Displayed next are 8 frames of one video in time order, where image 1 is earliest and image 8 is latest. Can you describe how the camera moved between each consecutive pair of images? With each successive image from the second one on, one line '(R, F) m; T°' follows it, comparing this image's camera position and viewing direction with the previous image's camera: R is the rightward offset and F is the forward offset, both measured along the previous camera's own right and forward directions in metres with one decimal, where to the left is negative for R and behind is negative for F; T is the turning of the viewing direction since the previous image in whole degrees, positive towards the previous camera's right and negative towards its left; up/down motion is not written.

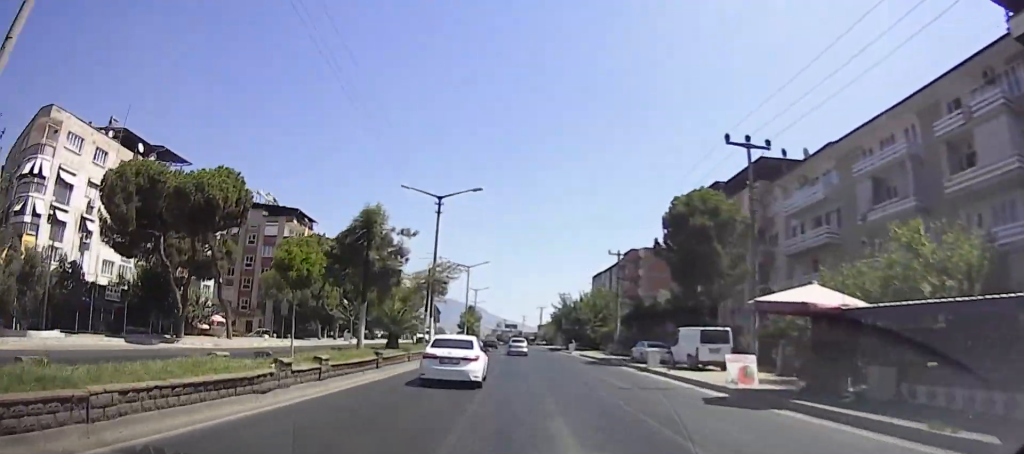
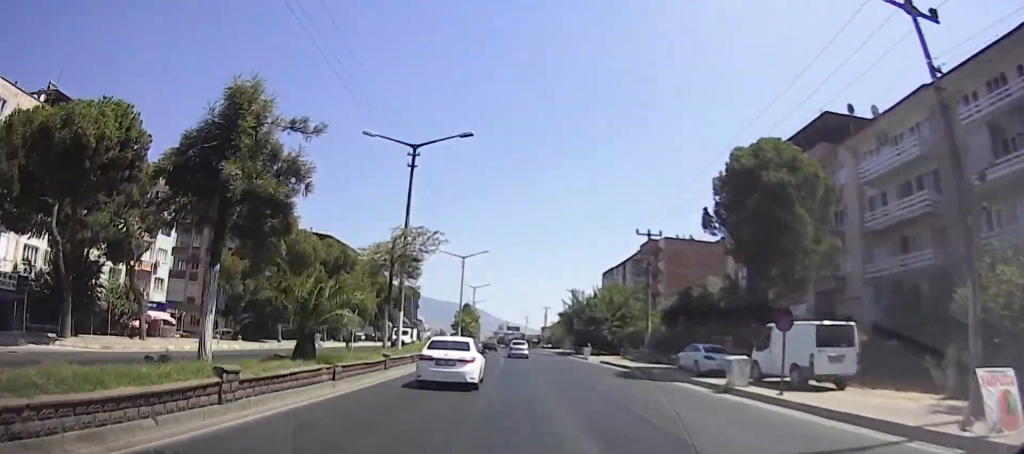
(-0.1, +10.1) m; -1°
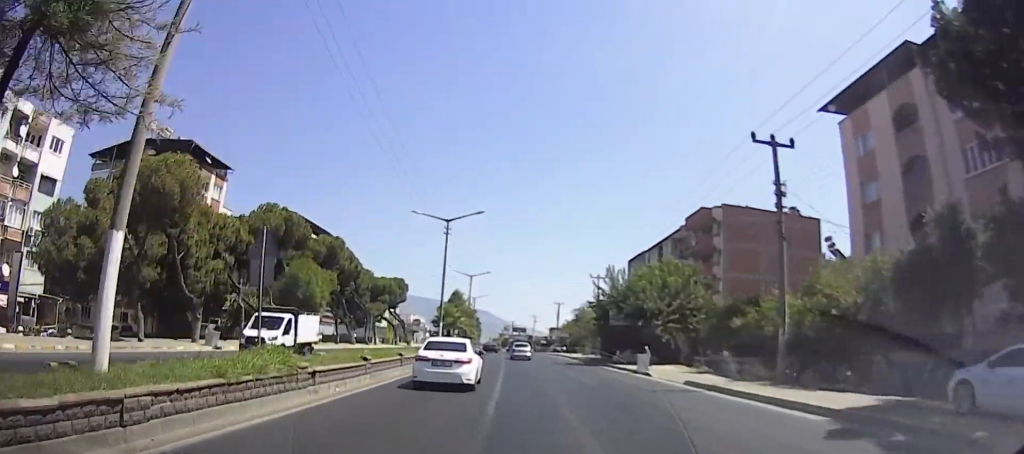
(0.0, +18.8) m; 0°
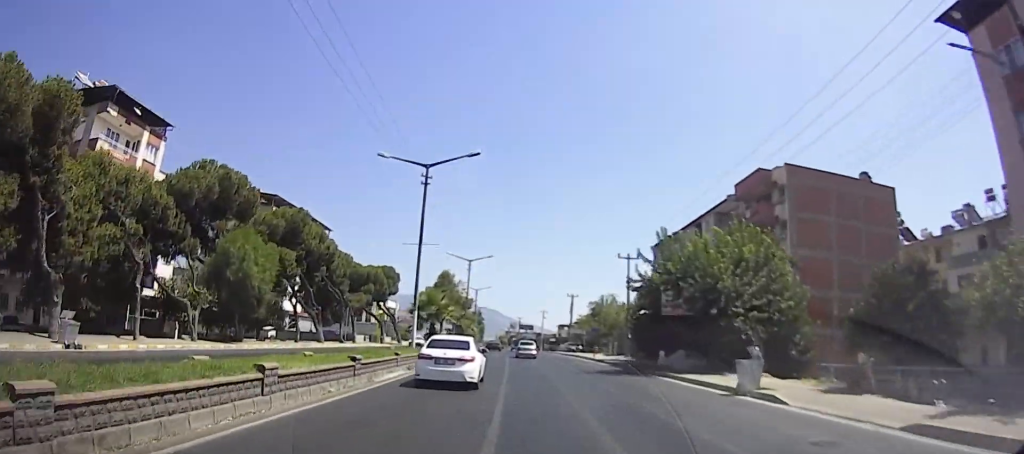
(0.0, +12.5) m; -1°
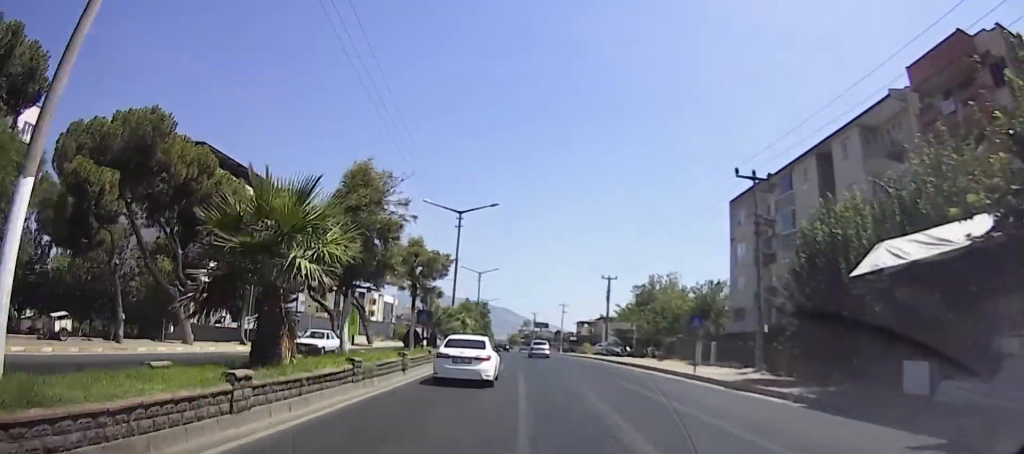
(-0.4, +24.1) m; -1°
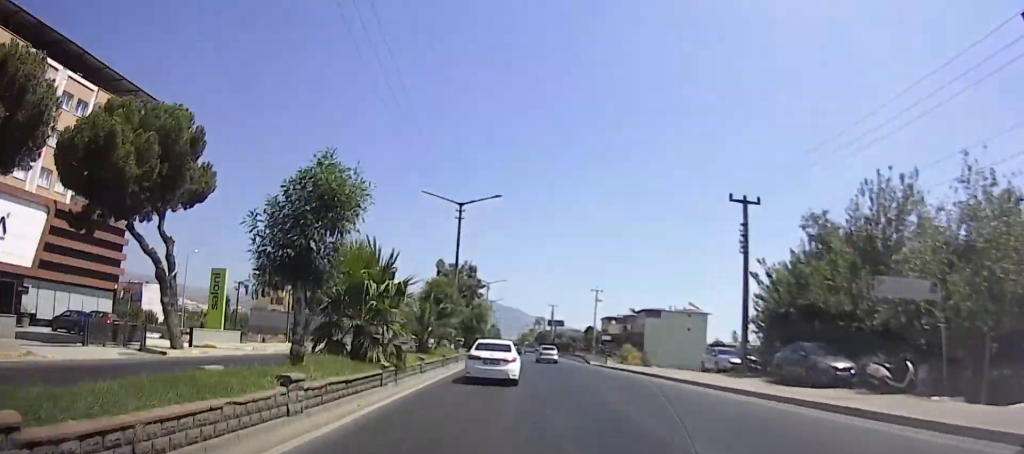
(0.0, +37.4) m; -1°
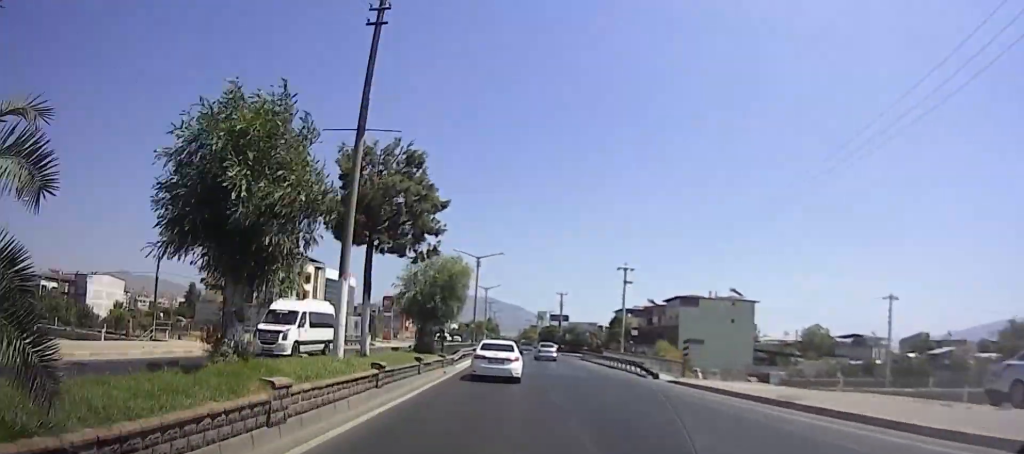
(-0.4, +22.2) m; -3°
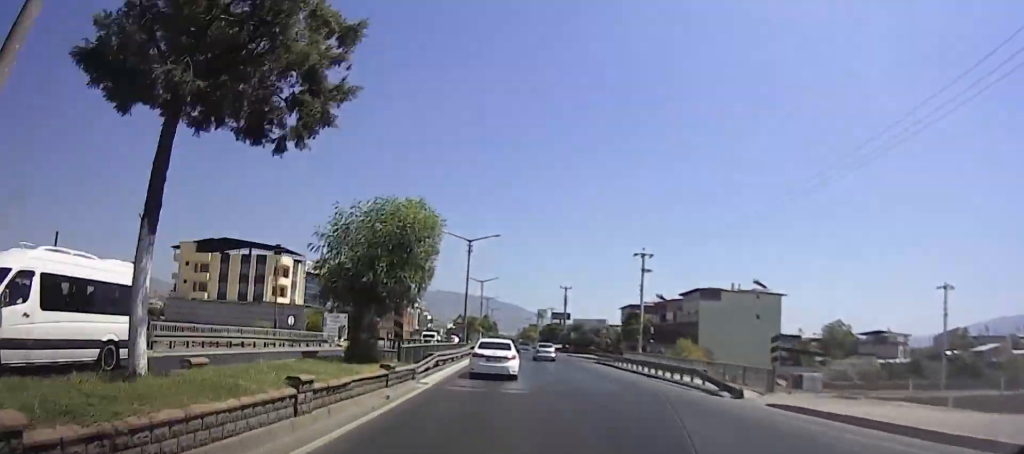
(-0.2, +9.8) m; 0°
